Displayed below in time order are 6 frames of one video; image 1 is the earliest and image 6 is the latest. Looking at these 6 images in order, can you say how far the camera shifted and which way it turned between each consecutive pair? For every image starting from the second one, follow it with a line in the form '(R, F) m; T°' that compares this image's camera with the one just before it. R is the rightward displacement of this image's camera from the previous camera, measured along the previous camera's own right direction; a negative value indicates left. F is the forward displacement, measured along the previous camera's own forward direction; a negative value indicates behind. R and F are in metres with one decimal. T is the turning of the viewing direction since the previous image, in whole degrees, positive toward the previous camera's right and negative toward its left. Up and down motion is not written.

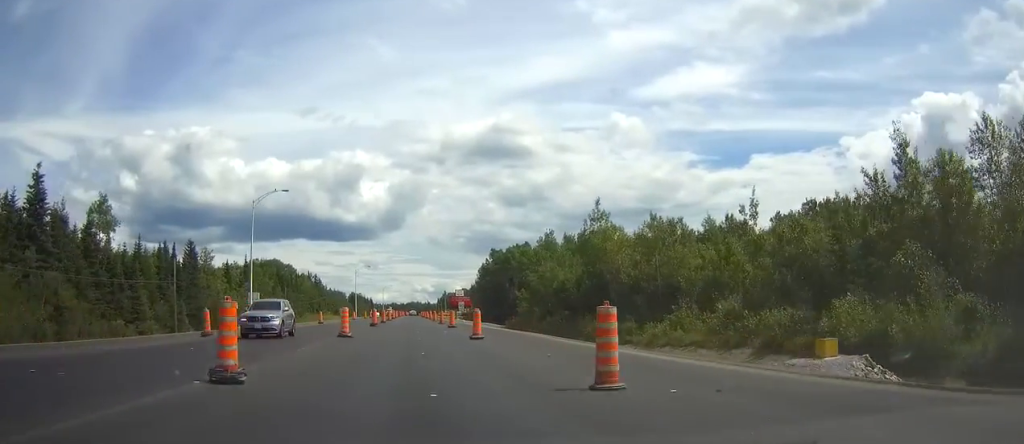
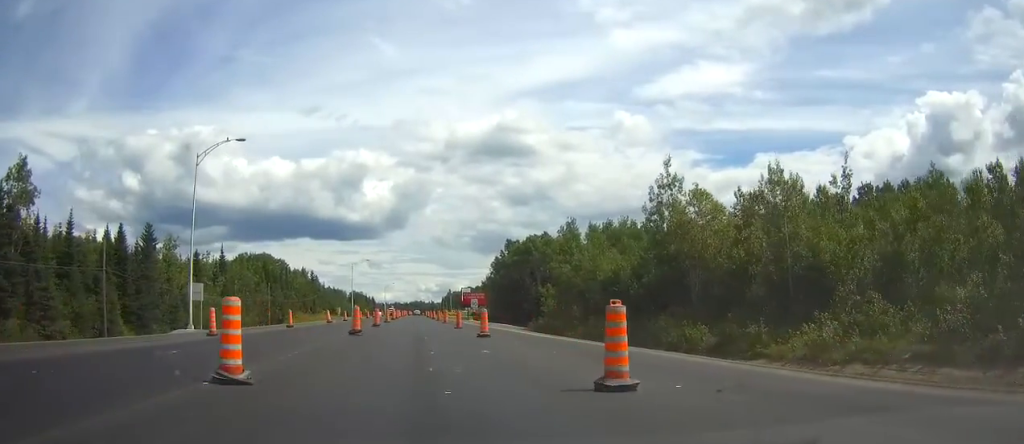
(0.0, +20.2) m; -1°
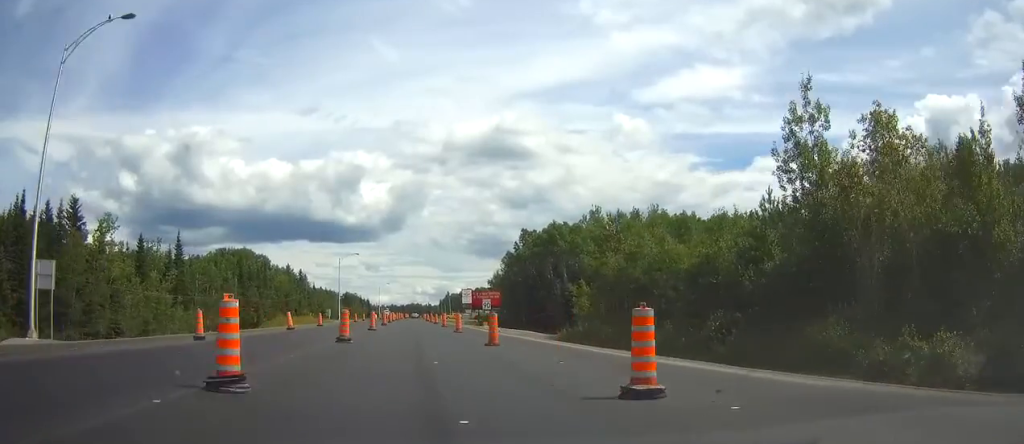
(-0.1, +22.1) m; 0°
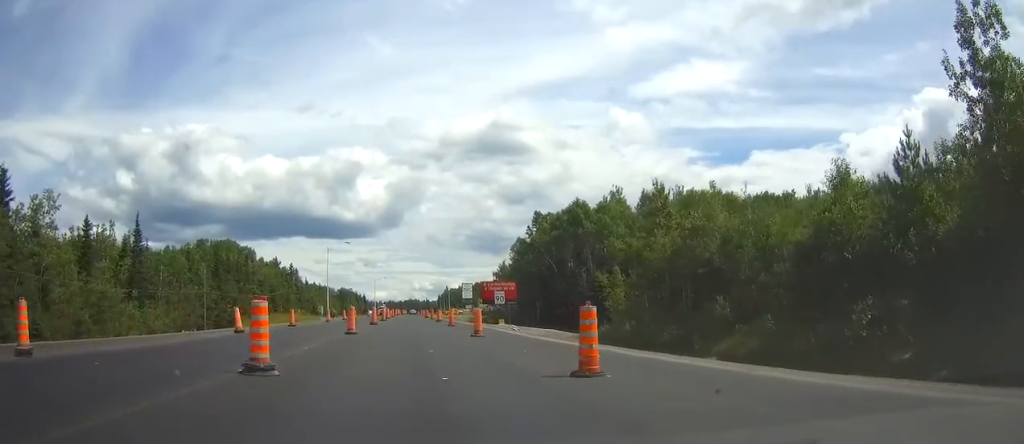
(+0.1, +15.1) m; 0°
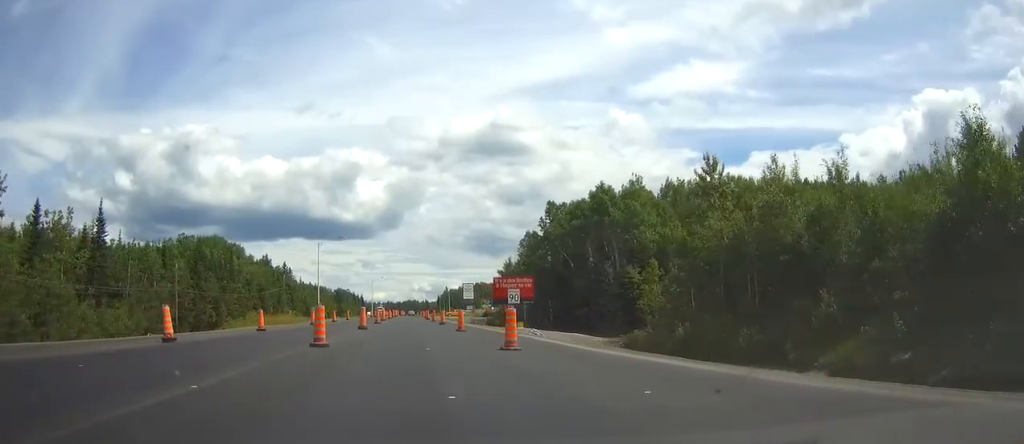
(0.0, +10.9) m; 0°
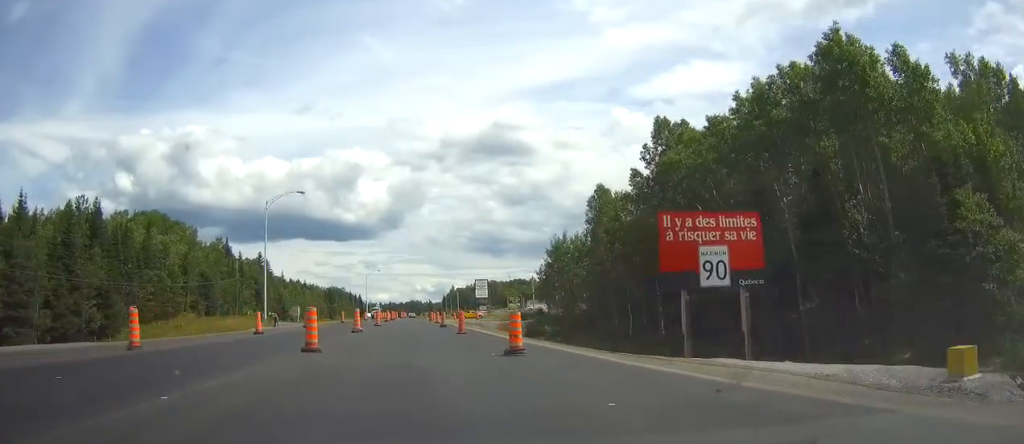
(-0.1, +42.5) m; 0°
